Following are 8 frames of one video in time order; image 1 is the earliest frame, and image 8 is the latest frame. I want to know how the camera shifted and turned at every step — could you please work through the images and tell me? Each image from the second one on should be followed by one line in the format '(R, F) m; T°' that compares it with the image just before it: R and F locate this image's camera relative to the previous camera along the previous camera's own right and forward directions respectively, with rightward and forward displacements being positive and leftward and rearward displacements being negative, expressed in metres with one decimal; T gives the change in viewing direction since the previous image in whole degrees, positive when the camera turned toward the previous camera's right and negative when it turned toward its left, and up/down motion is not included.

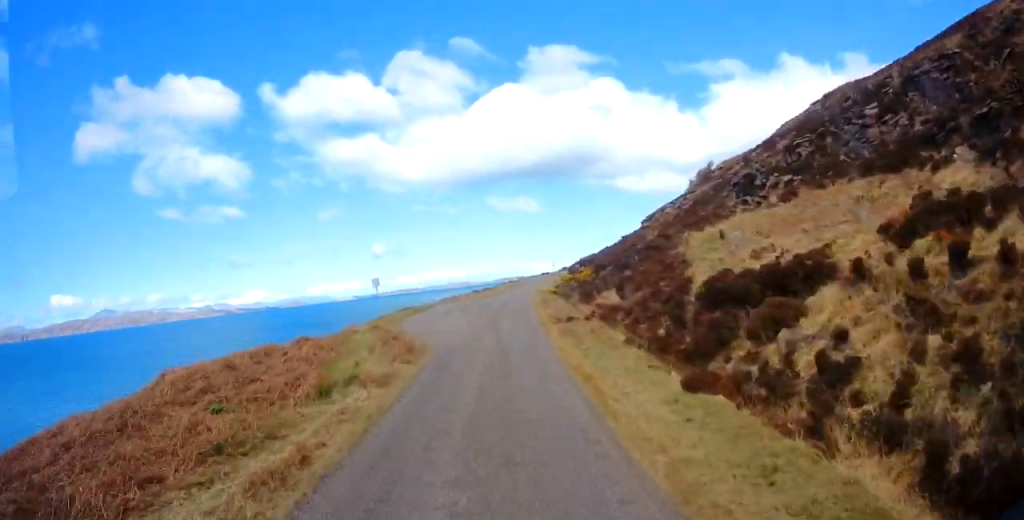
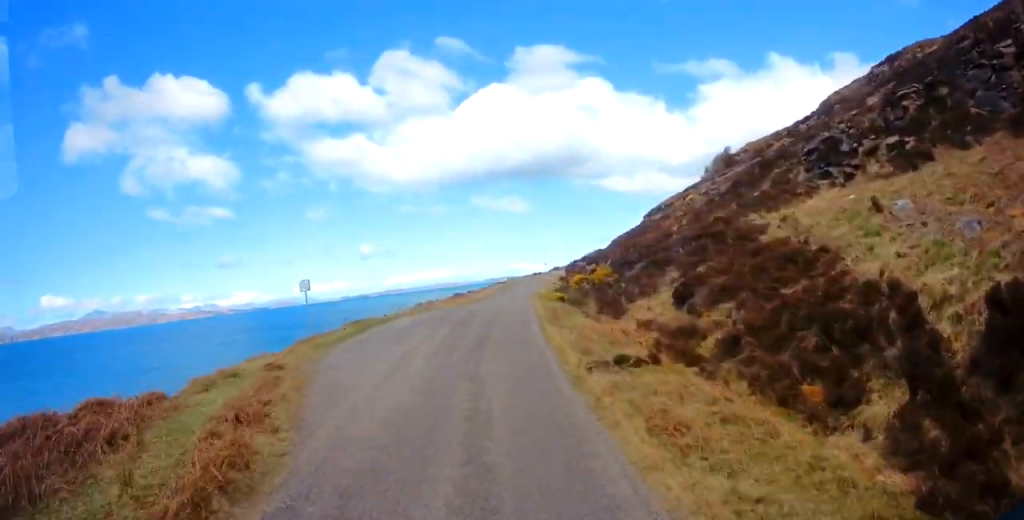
(0.0, +11.5) m; 0°
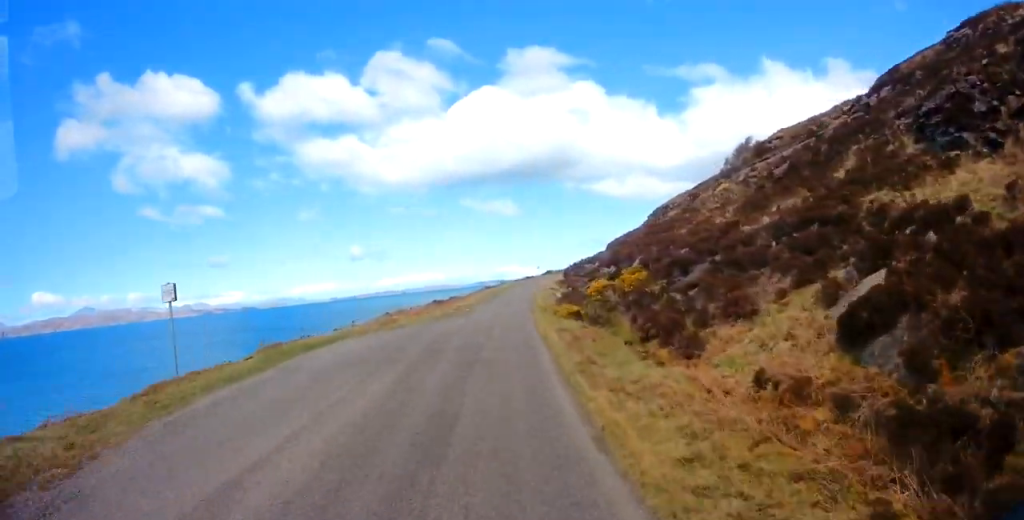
(0.0, +9.9) m; +1°
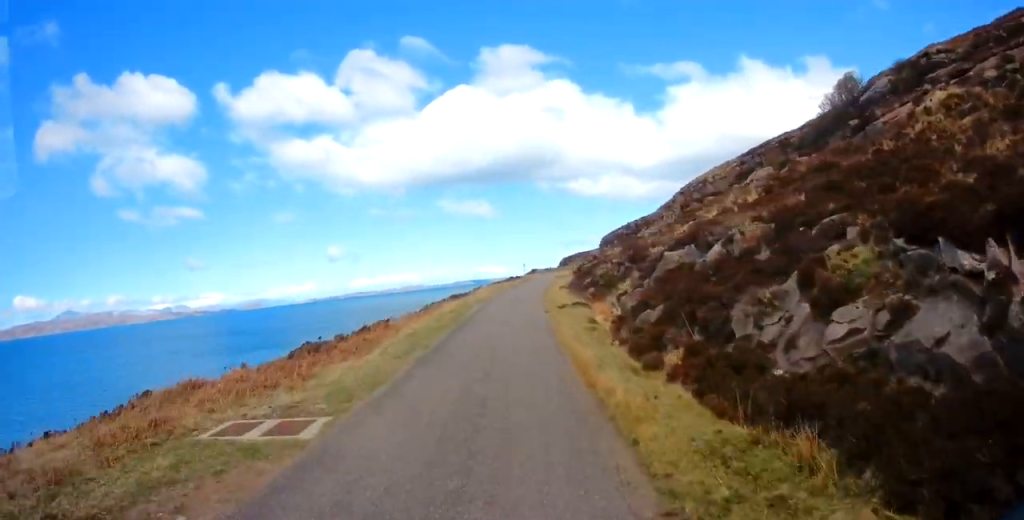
(+0.7, +25.8) m; +3°
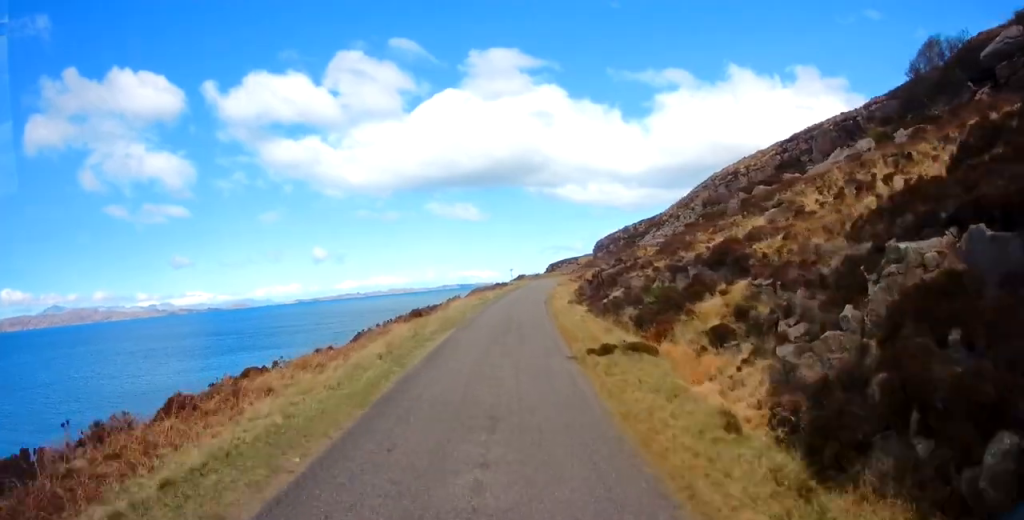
(0.0, +12.8) m; +1°
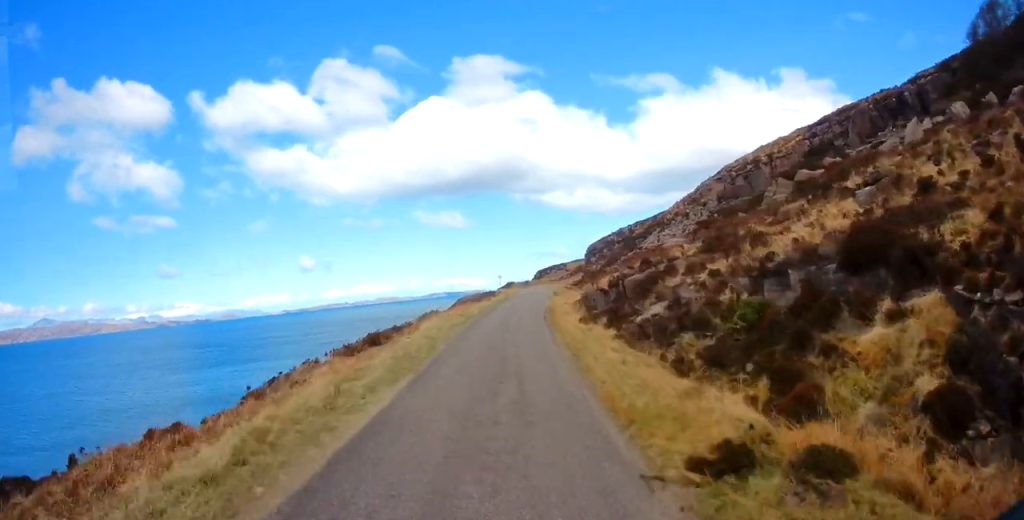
(0.0, +8.1) m; +1°
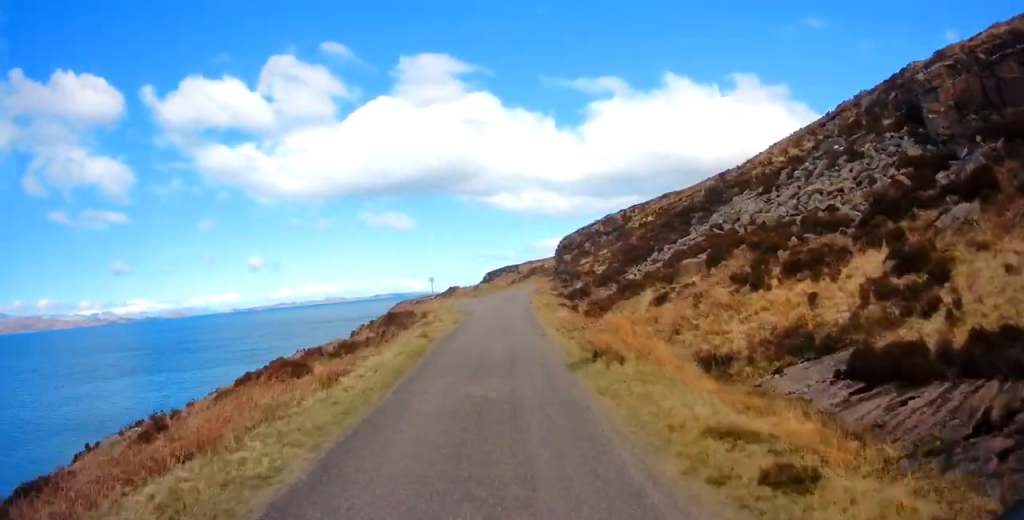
(+1.5, +36.0) m; +4°
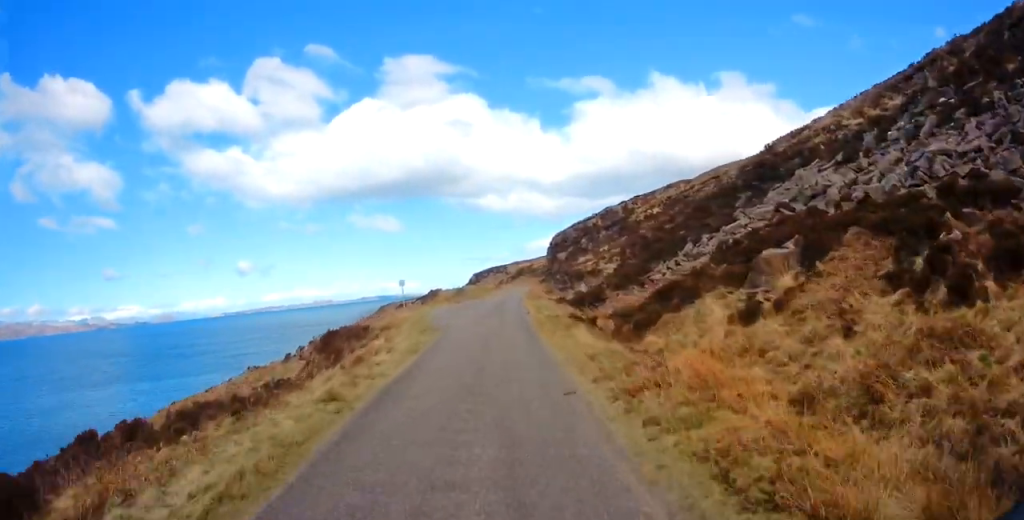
(0.0, +9.3) m; +1°
